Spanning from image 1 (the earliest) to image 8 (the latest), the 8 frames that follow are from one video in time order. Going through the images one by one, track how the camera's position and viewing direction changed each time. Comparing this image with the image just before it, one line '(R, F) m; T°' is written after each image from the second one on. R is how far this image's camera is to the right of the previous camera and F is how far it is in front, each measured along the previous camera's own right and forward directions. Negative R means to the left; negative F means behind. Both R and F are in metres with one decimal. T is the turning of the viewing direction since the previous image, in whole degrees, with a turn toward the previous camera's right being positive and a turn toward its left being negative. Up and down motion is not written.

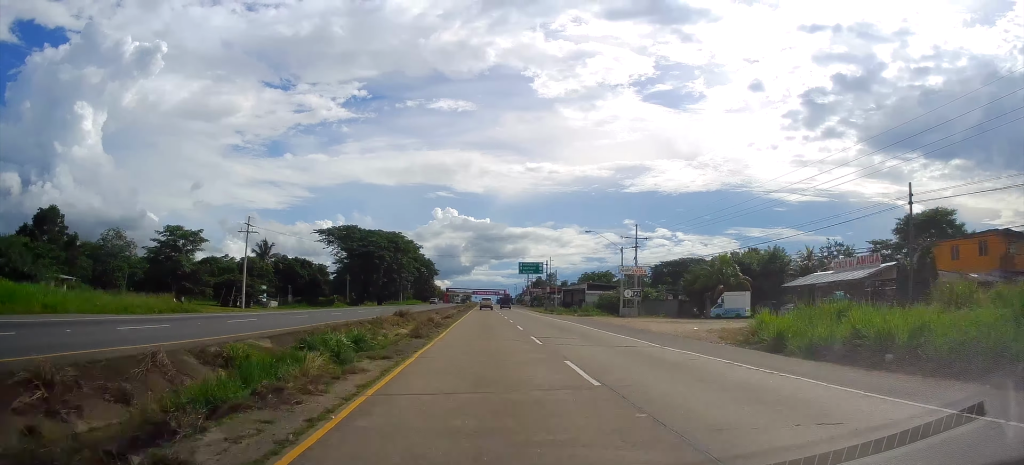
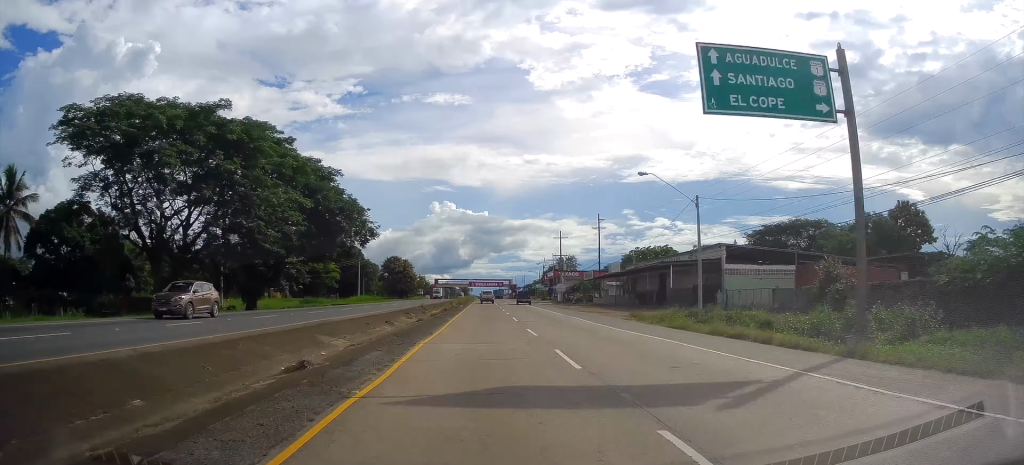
(-0.4, +75.3) m; -1°
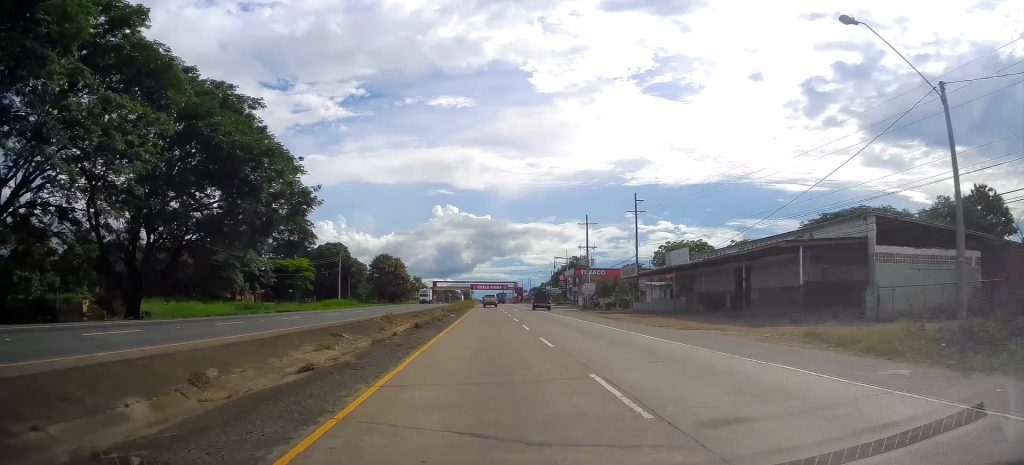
(0.0, +22.2) m; 0°
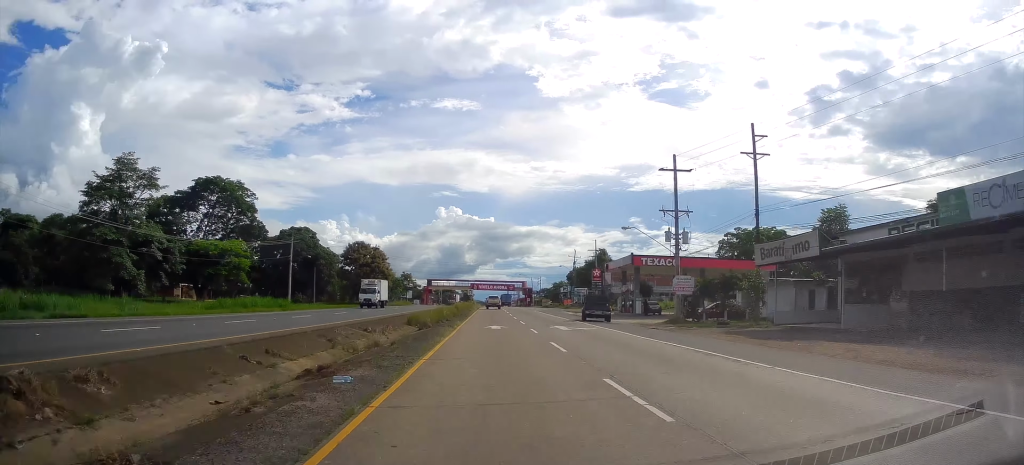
(0.0, +34.3) m; 0°
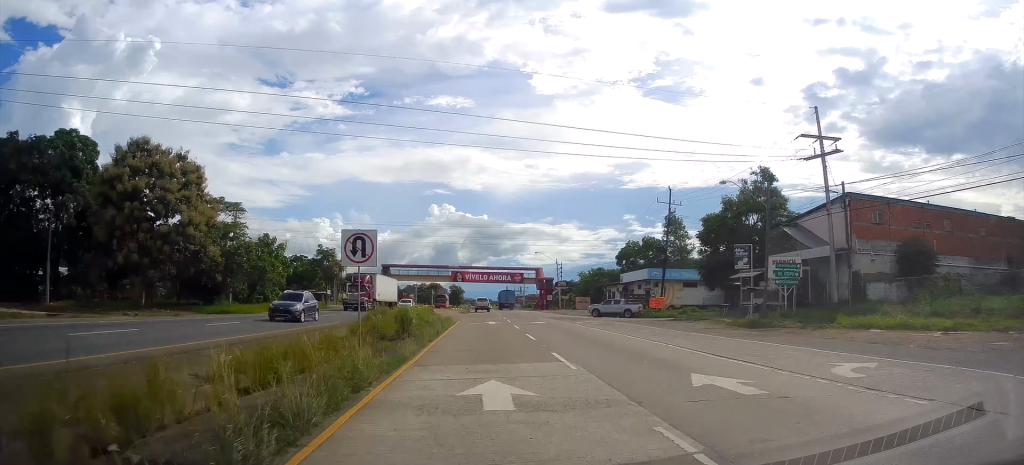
(+0.6, +78.2) m; +1°
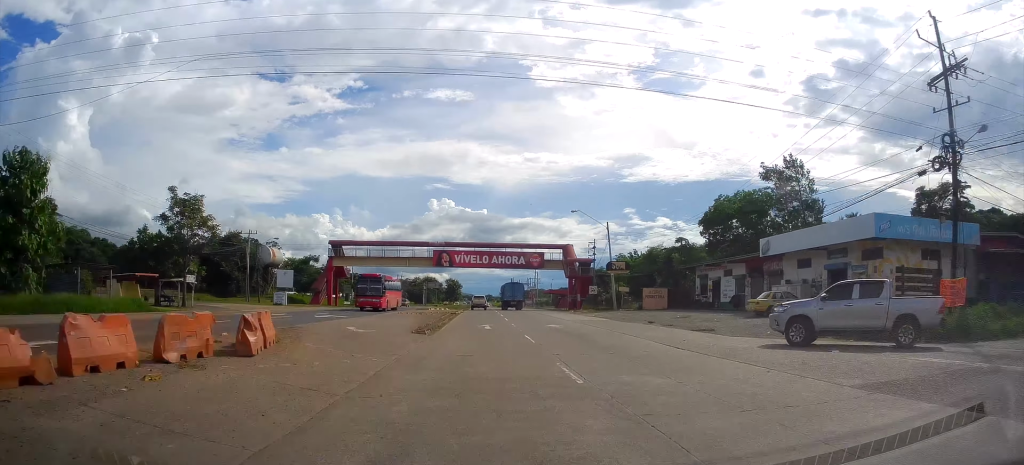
(-0.1, +43.9) m; 0°
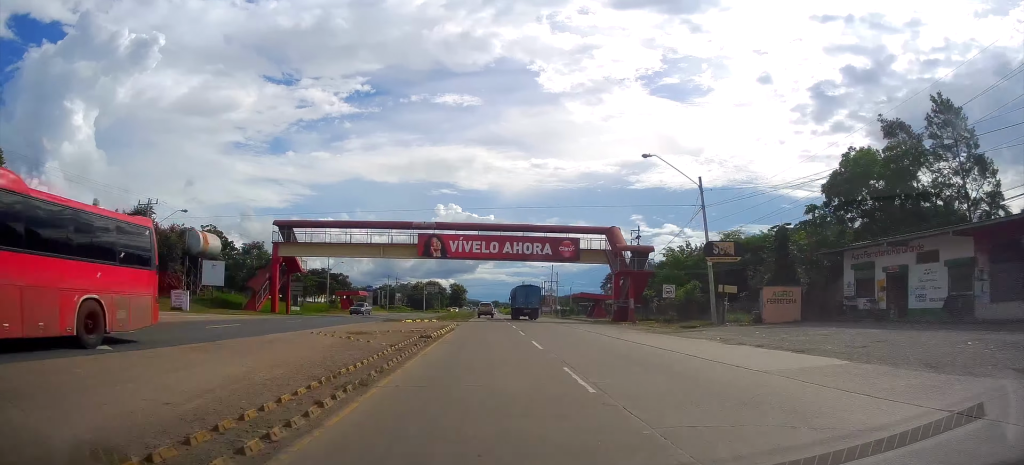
(-0.1, +25.9) m; 0°
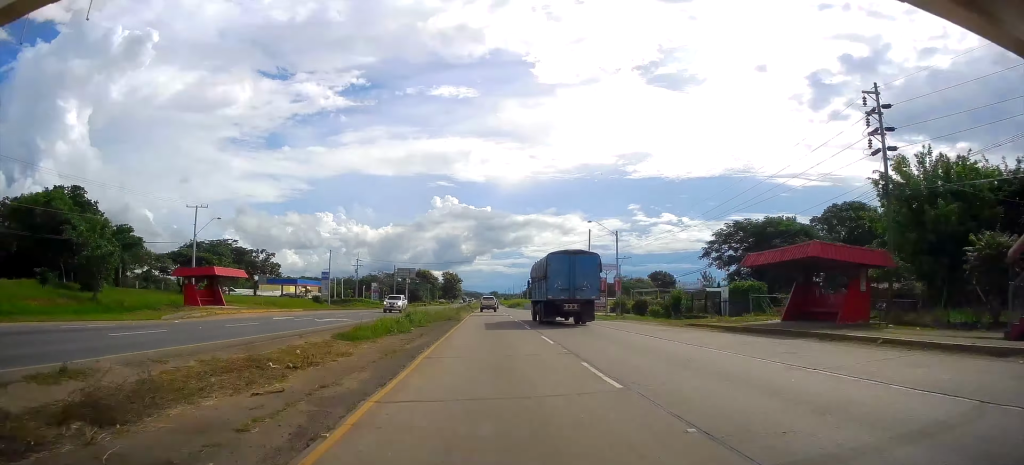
(0.0, +49.8) m; 0°
